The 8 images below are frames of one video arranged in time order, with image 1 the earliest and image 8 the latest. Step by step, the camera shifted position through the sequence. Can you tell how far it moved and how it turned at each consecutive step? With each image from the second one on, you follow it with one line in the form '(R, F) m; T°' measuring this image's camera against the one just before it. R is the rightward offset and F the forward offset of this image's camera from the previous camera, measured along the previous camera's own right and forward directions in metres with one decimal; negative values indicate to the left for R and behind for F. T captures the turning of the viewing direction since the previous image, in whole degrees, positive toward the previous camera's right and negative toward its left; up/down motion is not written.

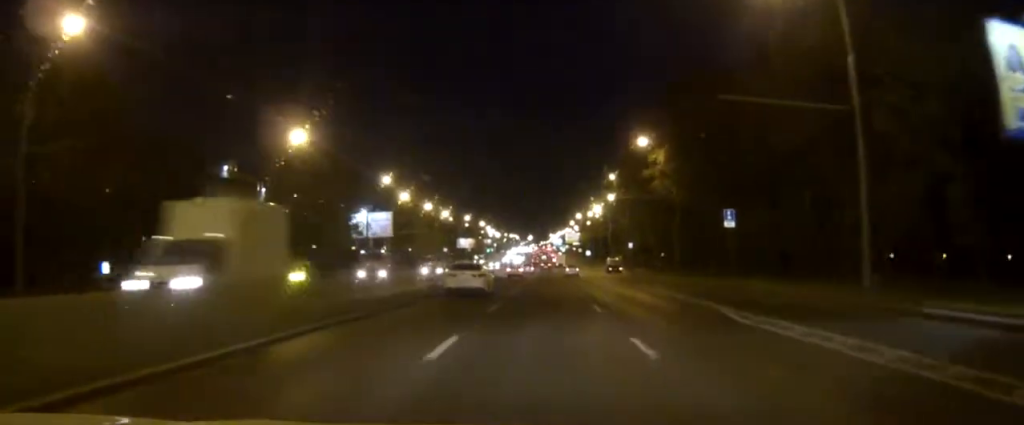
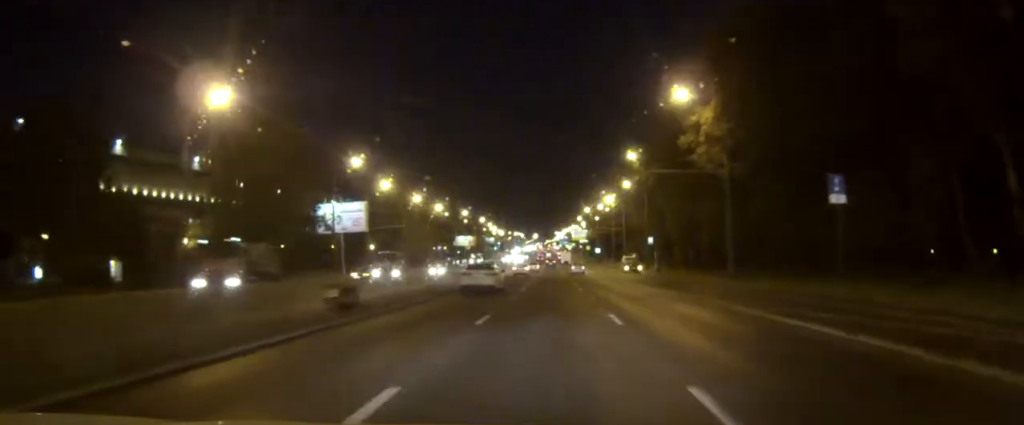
(0.0, +17.5) m; 0°
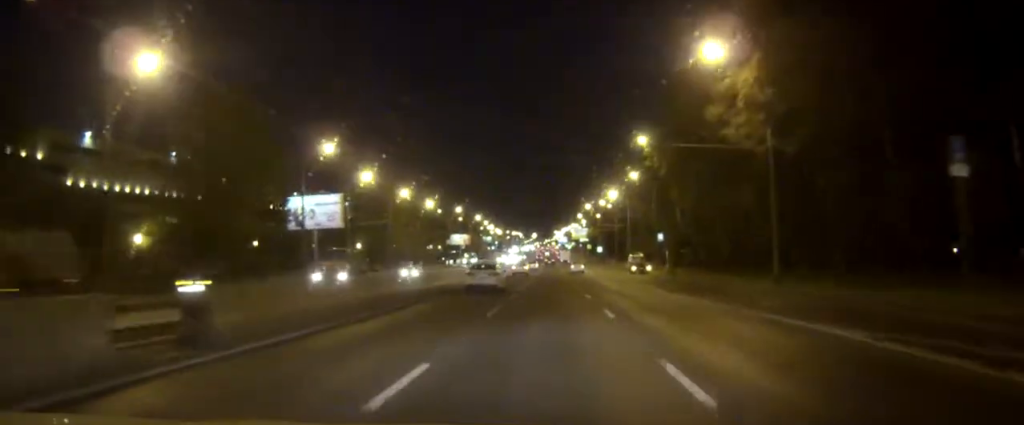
(0.0, +10.0) m; 0°
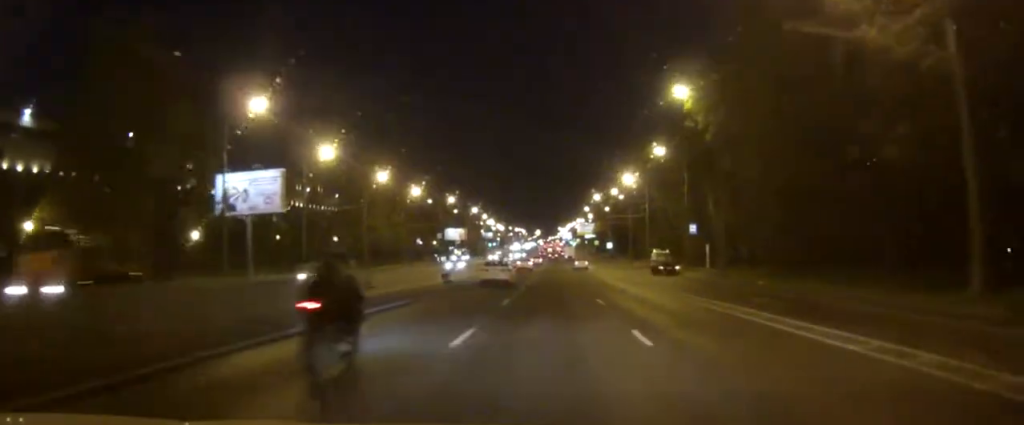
(+0.1, +18.9) m; 0°
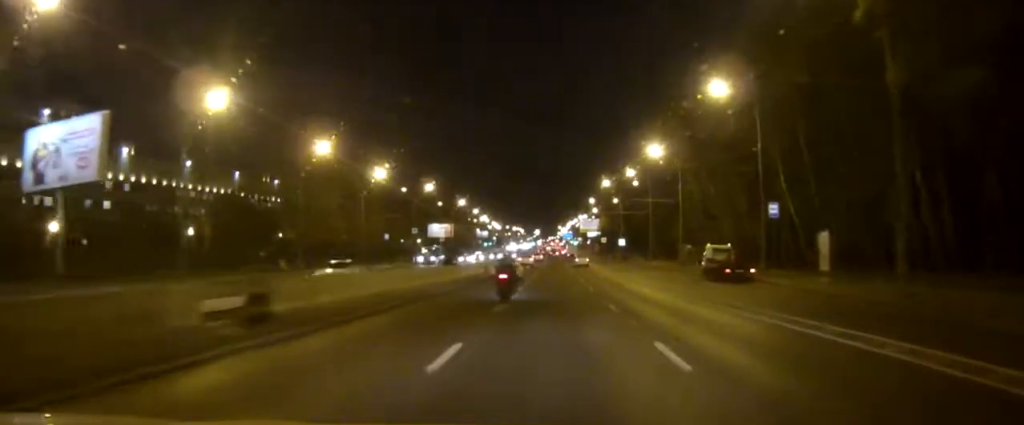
(-0.1, +26.8) m; -1°
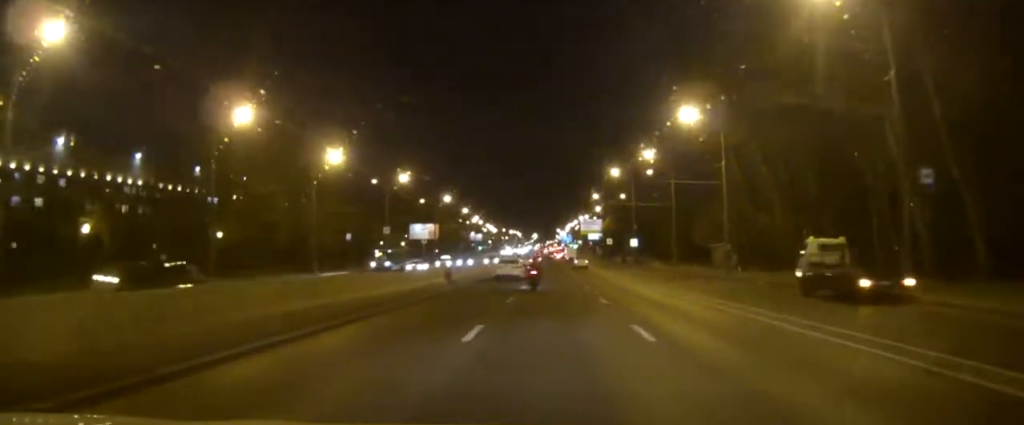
(-0.1, +20.3) m; 0°
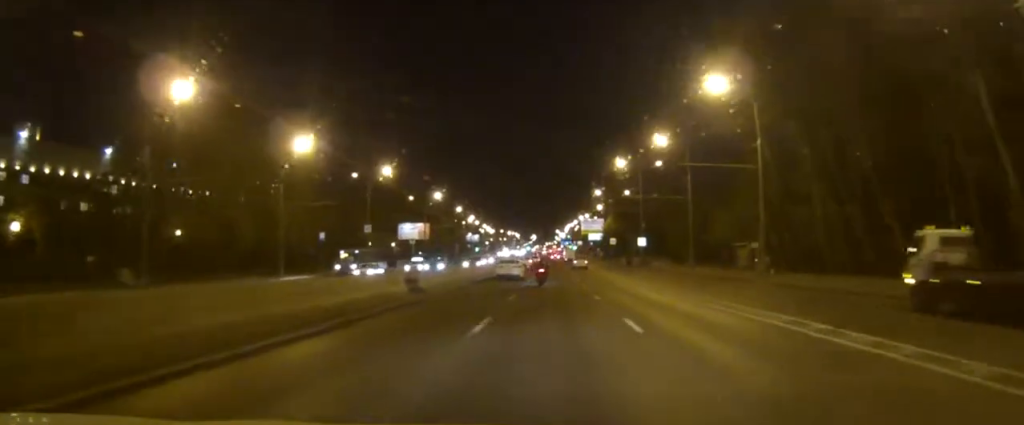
(0.0, +10.2) m; 0°
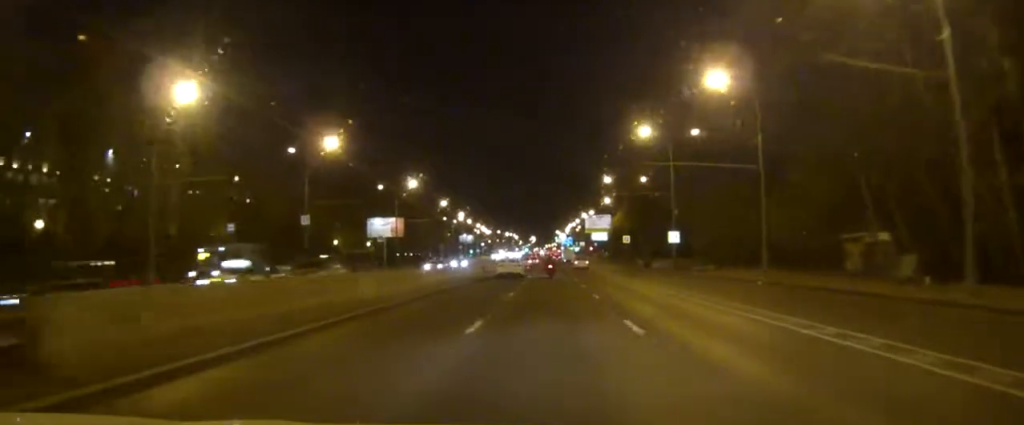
(0.0, +24.2) m; 0°
